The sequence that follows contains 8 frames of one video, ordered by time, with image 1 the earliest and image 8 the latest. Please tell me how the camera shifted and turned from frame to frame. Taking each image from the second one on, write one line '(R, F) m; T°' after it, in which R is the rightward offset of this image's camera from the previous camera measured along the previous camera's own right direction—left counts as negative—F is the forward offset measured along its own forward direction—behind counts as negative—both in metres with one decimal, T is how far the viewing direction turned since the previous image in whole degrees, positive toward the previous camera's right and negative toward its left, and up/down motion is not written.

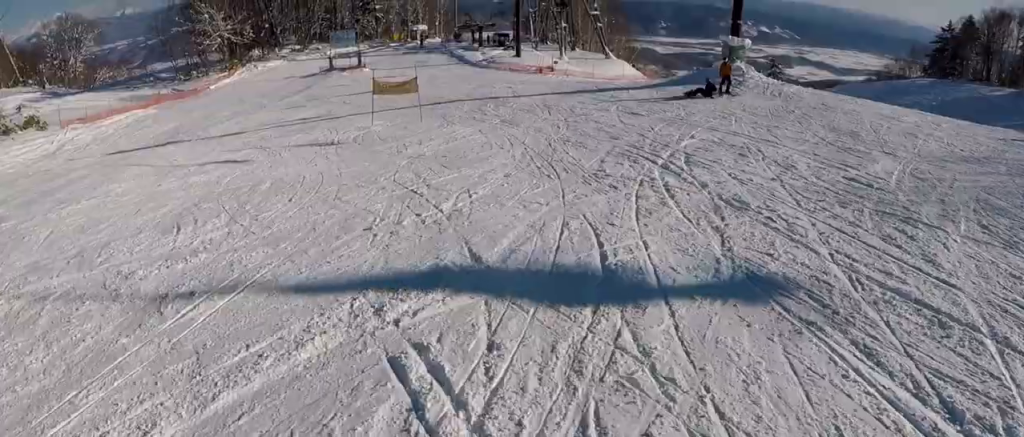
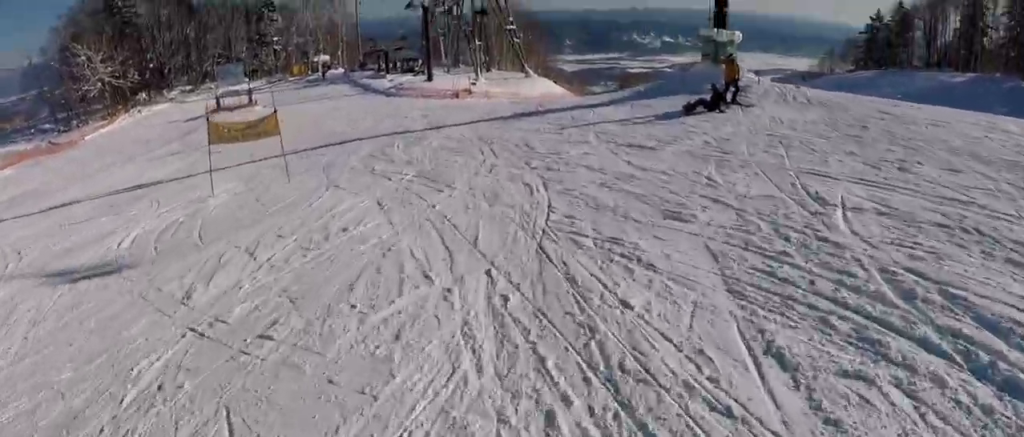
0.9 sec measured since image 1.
(-0.7, +8.1) m; -4°
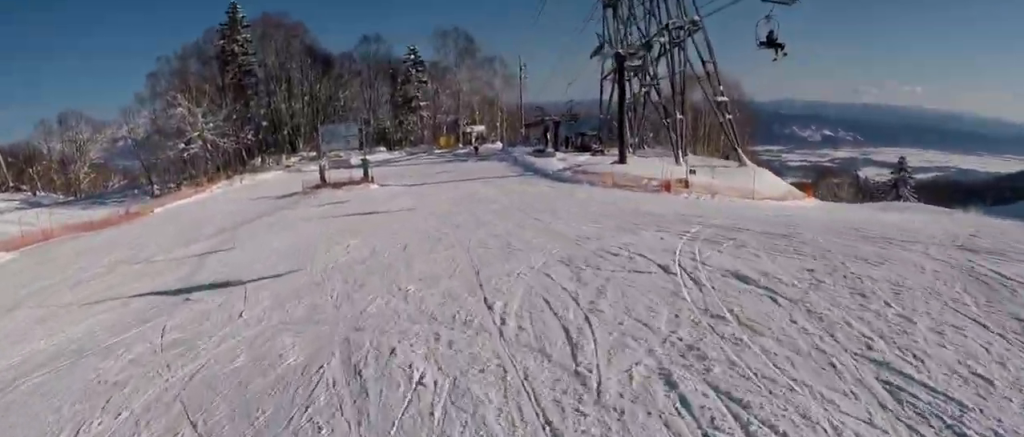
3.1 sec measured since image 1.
(-2.8, +18.4) m; -11°
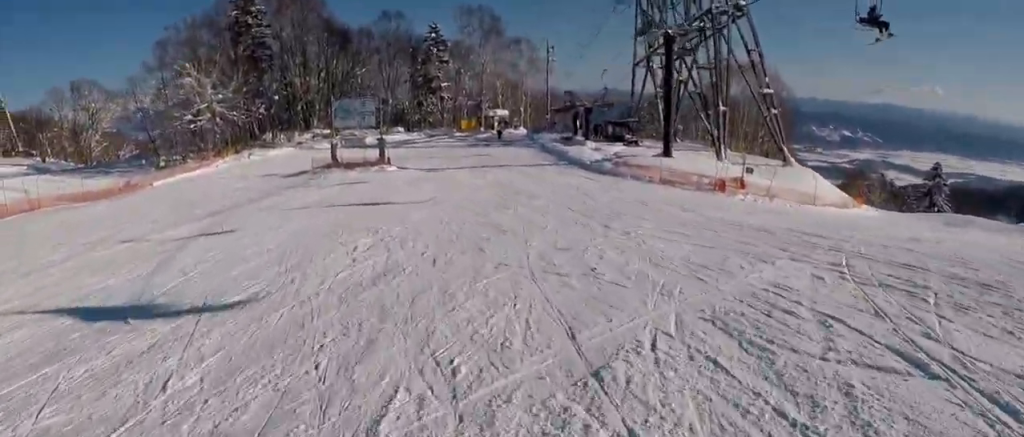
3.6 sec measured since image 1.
(+0.6, +4.3) m; 0°
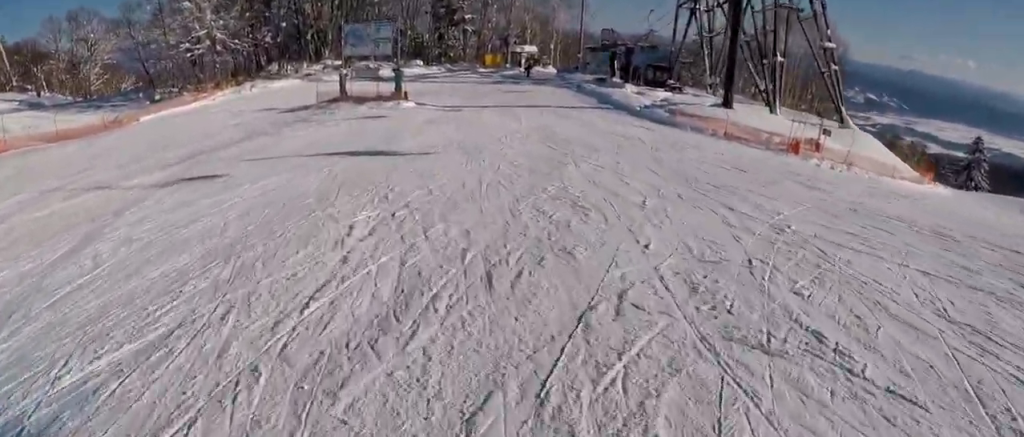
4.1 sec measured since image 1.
(+0.5, +4.5) m; 0°
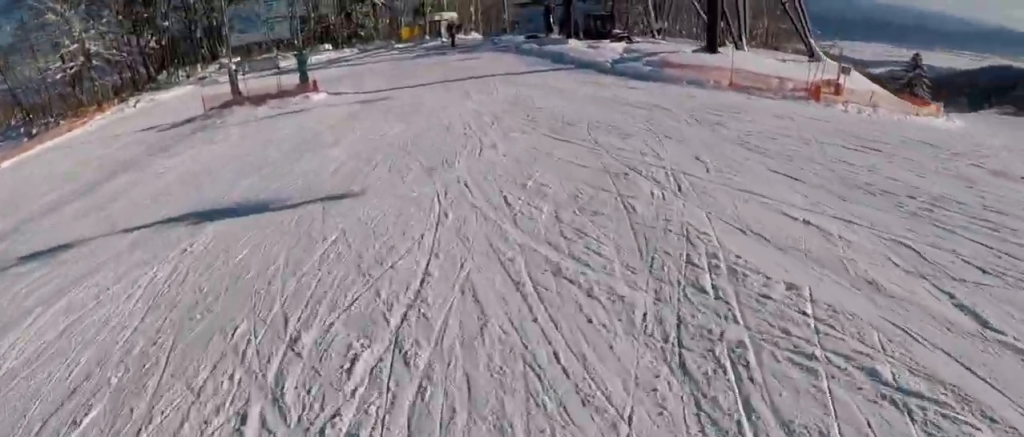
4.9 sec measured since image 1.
(-1.0, +6.2) m; +8°
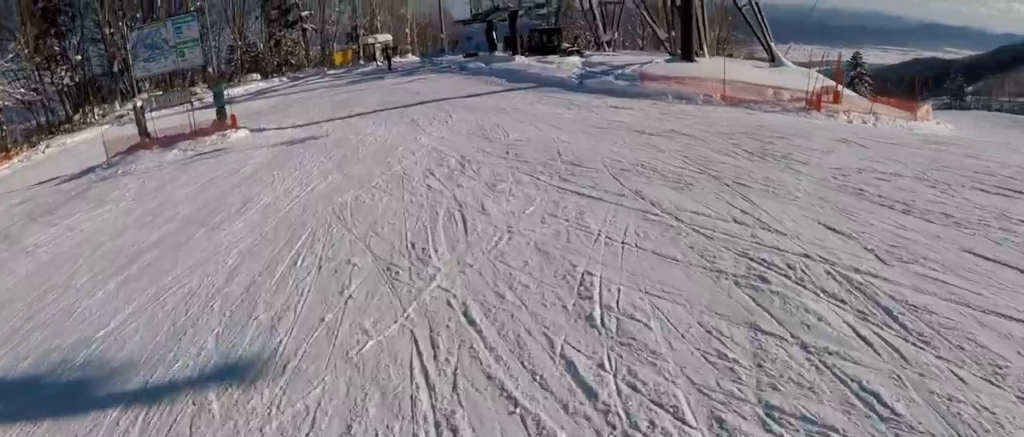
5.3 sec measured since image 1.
(+0.1, +3.3) m; +3°
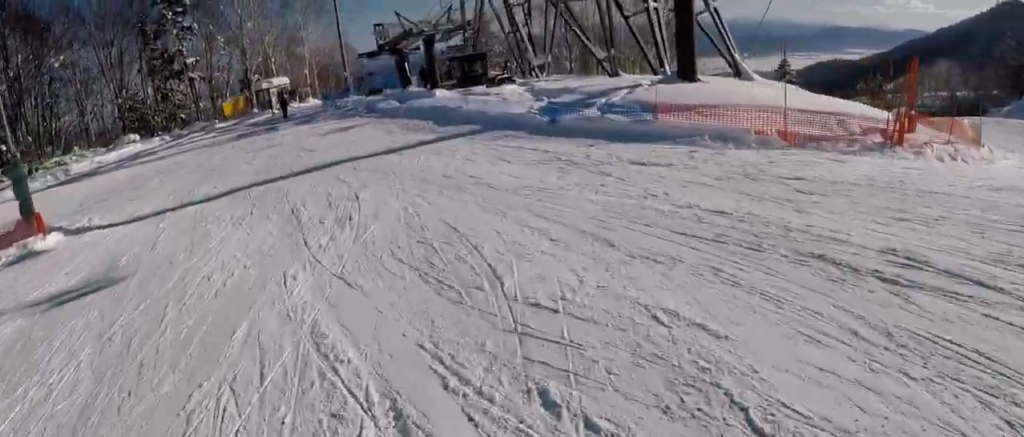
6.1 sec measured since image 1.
(+2.2, +6.5) m; +2°
